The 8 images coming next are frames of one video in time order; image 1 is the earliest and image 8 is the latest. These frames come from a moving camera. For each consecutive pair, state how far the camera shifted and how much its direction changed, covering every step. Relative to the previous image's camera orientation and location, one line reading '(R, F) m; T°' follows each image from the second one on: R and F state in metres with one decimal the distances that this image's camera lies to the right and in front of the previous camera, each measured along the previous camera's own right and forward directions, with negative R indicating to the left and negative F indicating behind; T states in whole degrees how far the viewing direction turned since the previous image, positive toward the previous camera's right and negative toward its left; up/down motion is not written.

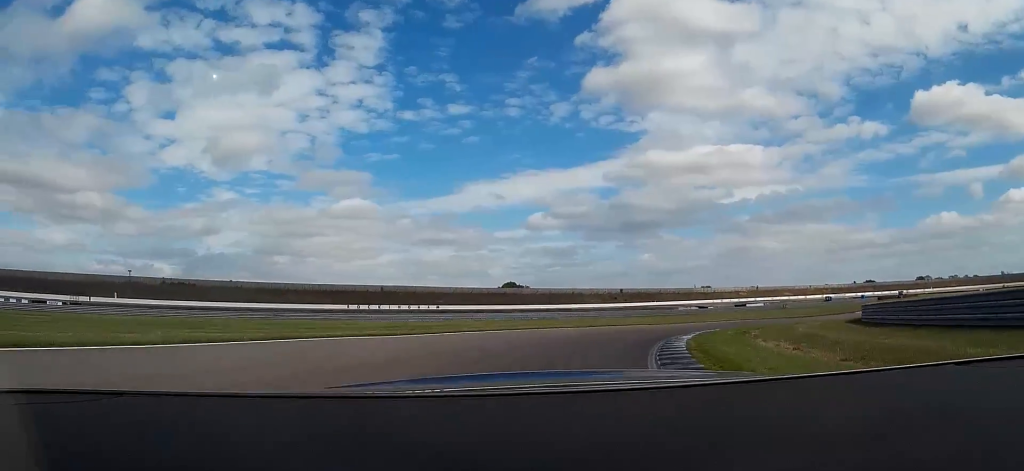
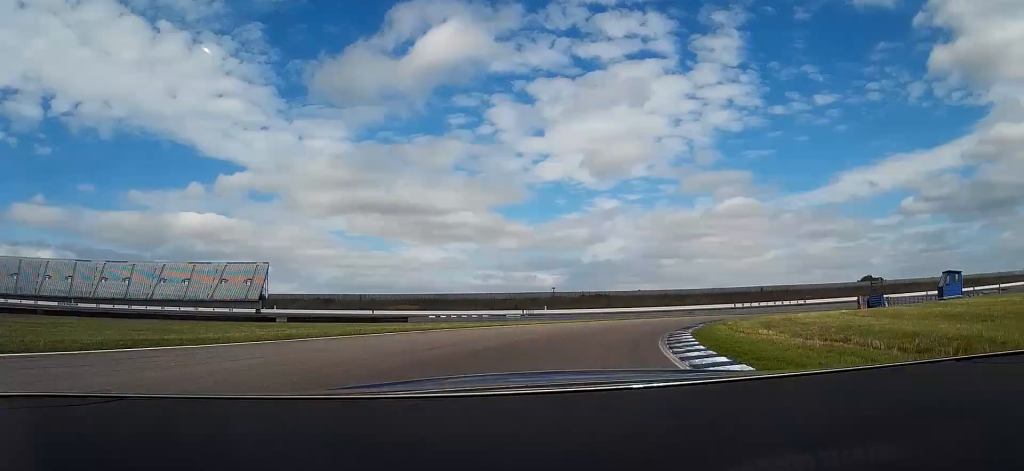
(-16.6, +51.1) m; -35°
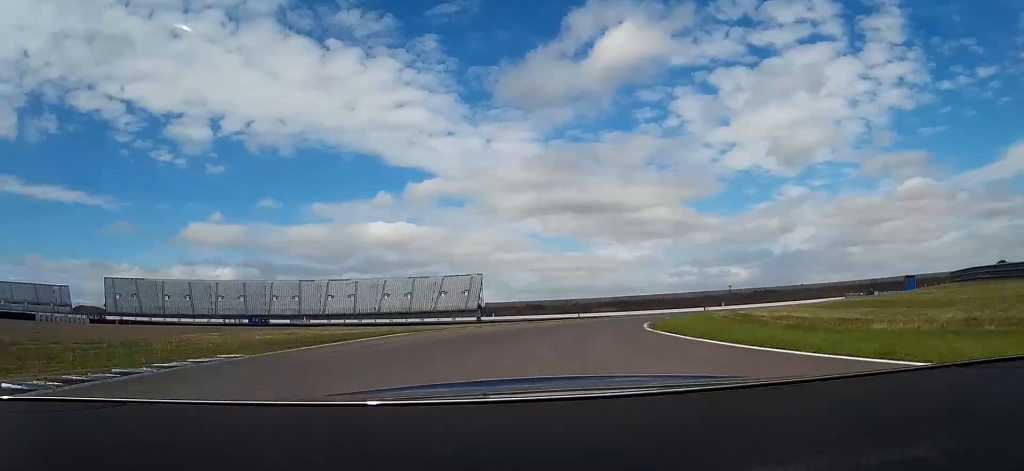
(-7.3, +43.9) m; -17°
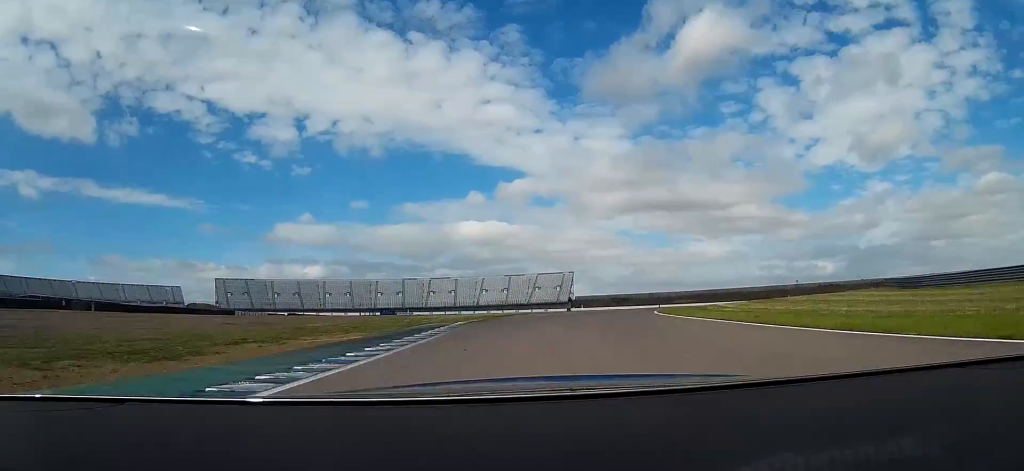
(-2.2, +29.2) m; -7°
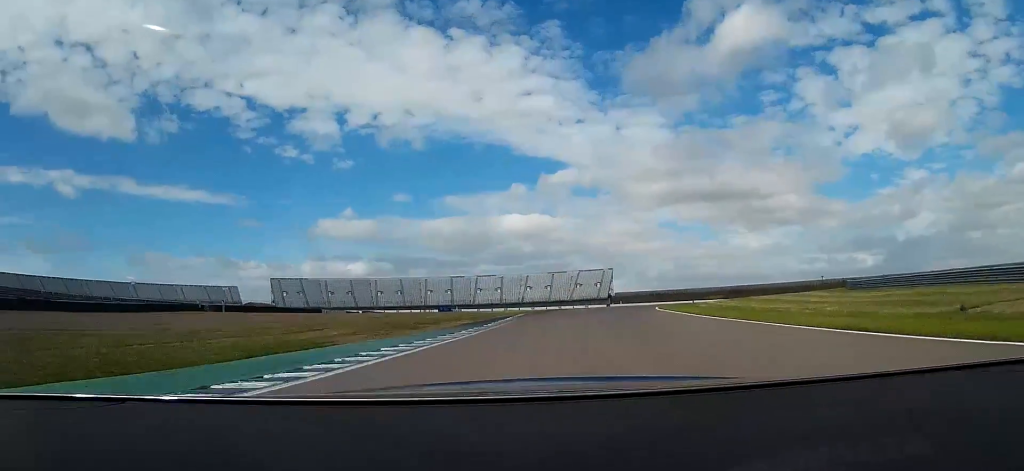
(-0.6, +19.9) m; -3°
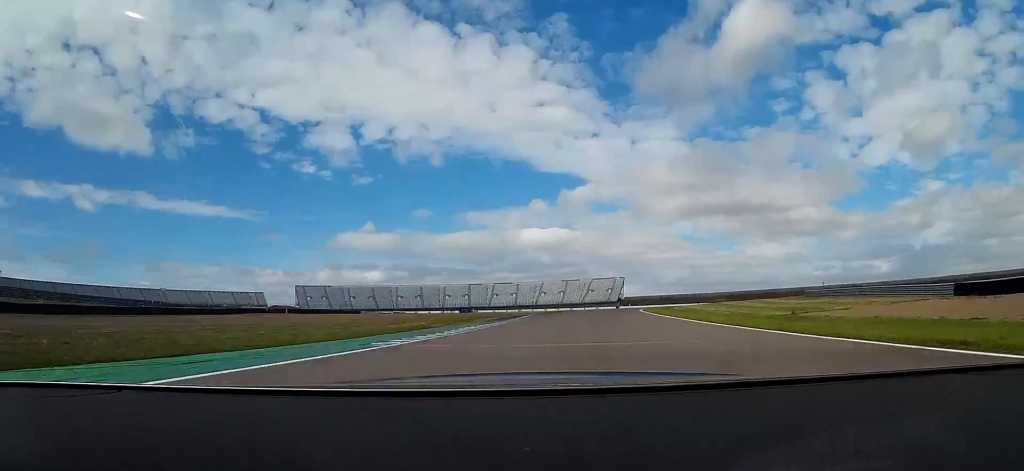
(-0.4, +17.3) m; -1°
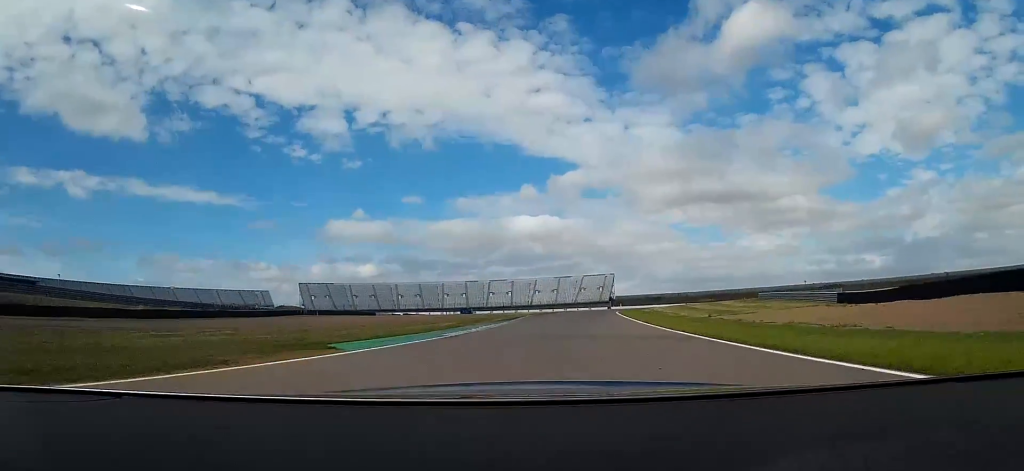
(-0.1, +16.3) m; 0°
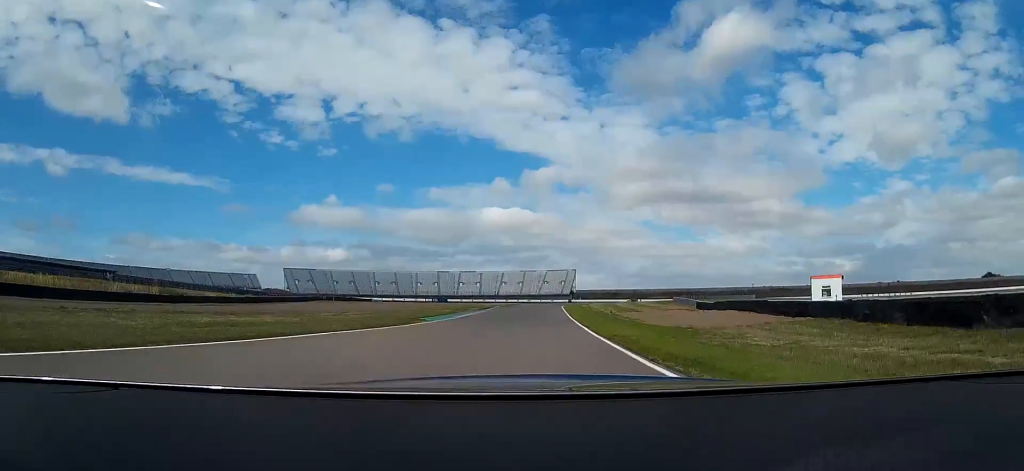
(+0.1, +32.6) m; +1°
